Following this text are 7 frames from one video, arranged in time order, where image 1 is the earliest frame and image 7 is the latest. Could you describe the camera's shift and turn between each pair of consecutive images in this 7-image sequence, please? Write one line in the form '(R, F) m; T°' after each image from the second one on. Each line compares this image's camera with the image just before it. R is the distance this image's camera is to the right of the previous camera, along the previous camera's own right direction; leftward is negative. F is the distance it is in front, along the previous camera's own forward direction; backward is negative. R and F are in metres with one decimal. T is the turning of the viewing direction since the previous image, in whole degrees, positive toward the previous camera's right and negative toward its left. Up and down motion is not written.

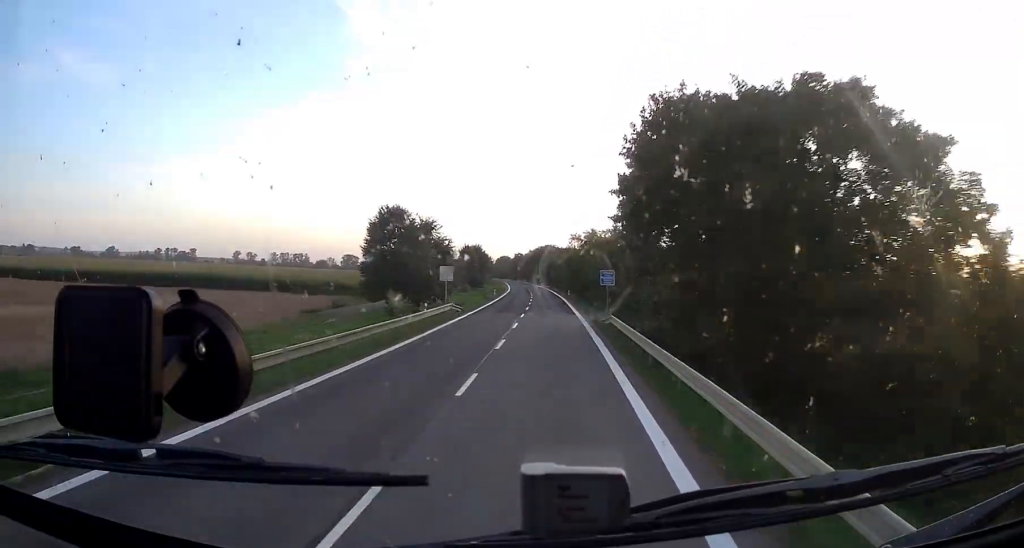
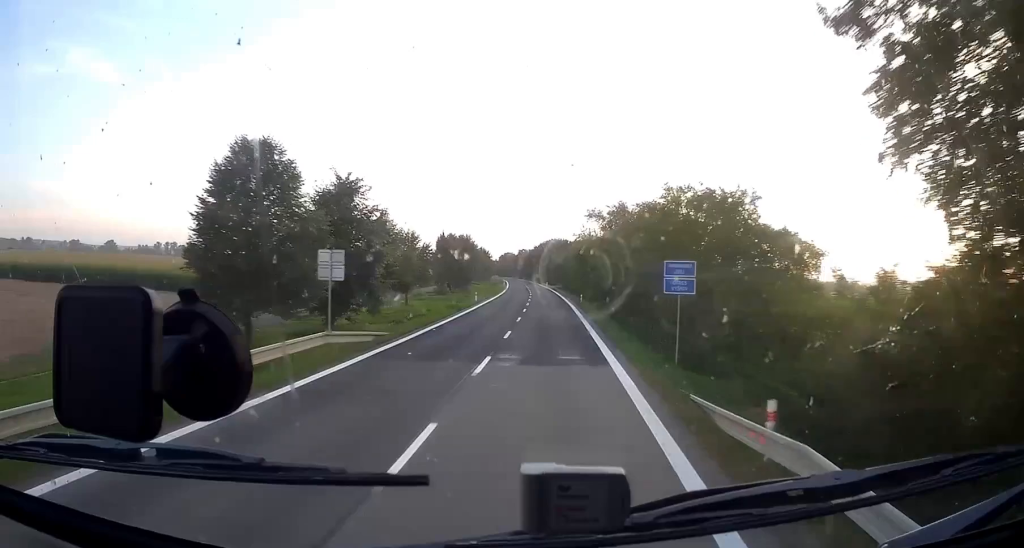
(-0.3, +24.4) m; 0°
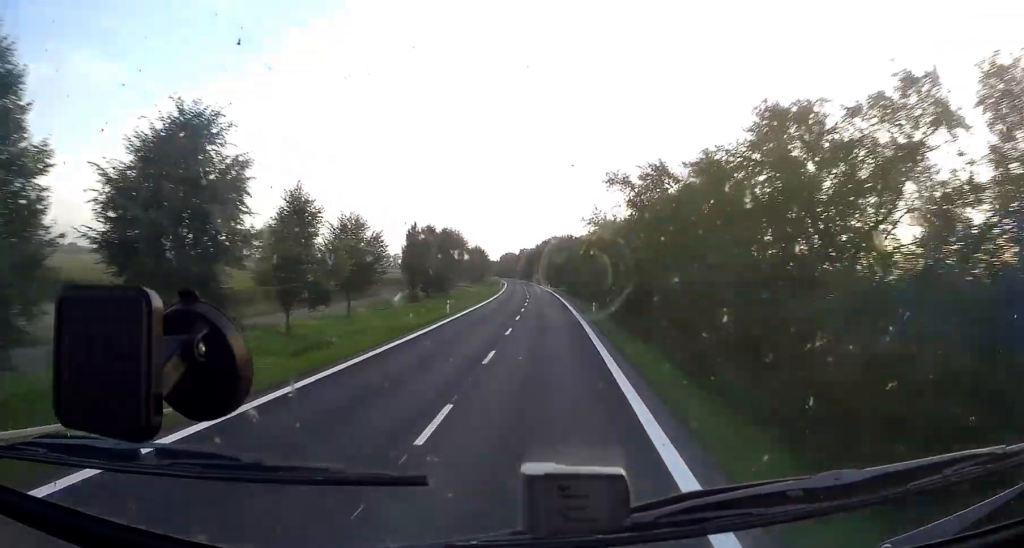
(+0.1, +16.2) m; 0°
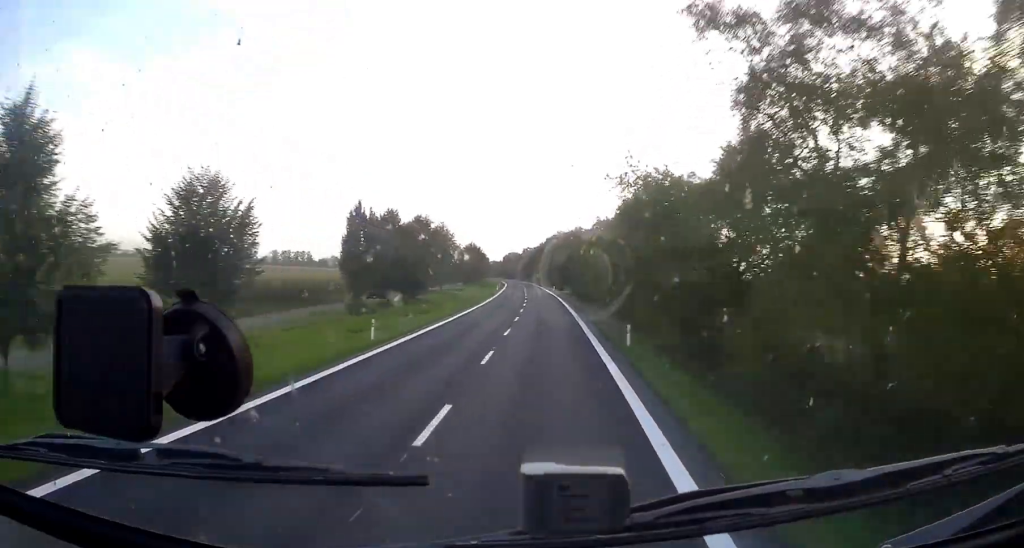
(+0.1, +18.0) m; -1°
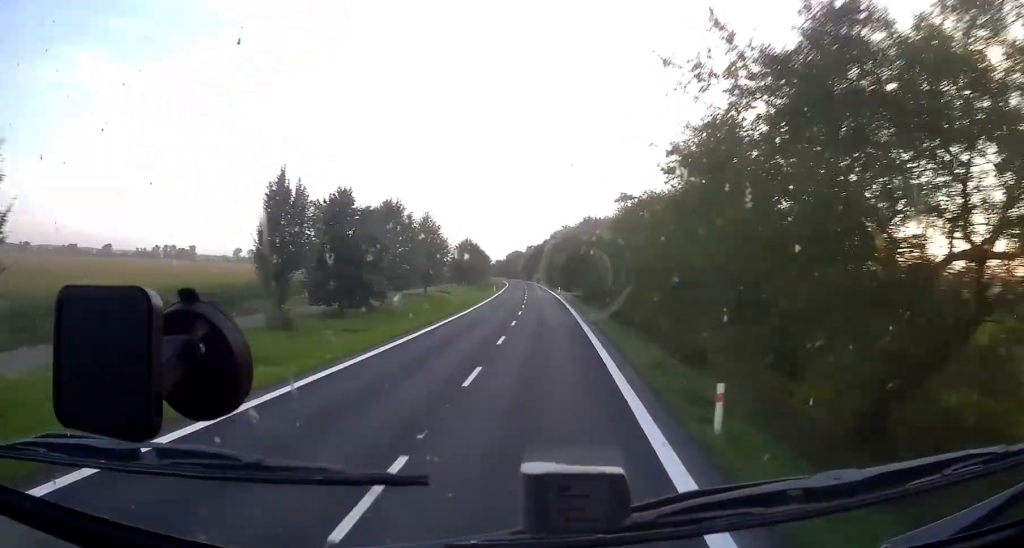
(-0.1, +12.5) m; -1°
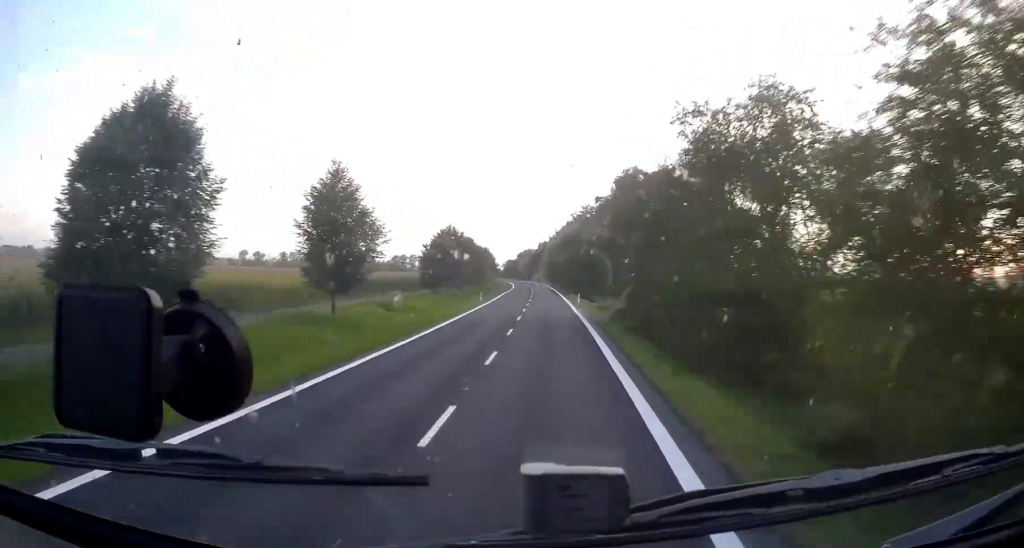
(-0.5, +32.1) m; -1°
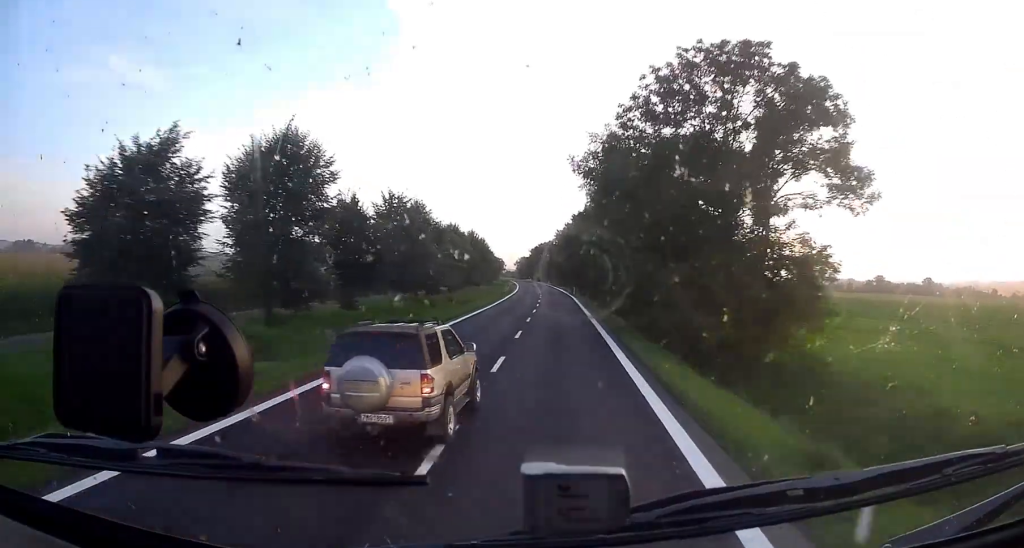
(-0.5, +55.3) m; -1°
